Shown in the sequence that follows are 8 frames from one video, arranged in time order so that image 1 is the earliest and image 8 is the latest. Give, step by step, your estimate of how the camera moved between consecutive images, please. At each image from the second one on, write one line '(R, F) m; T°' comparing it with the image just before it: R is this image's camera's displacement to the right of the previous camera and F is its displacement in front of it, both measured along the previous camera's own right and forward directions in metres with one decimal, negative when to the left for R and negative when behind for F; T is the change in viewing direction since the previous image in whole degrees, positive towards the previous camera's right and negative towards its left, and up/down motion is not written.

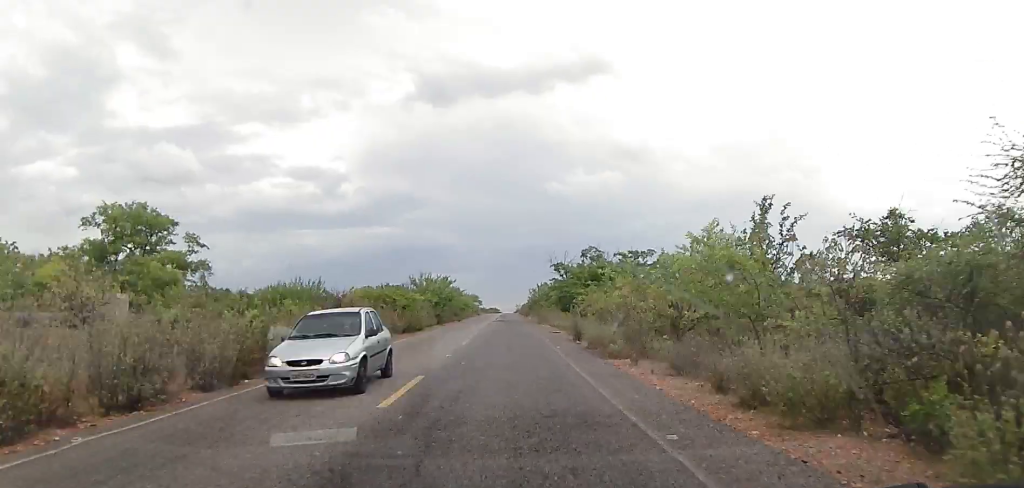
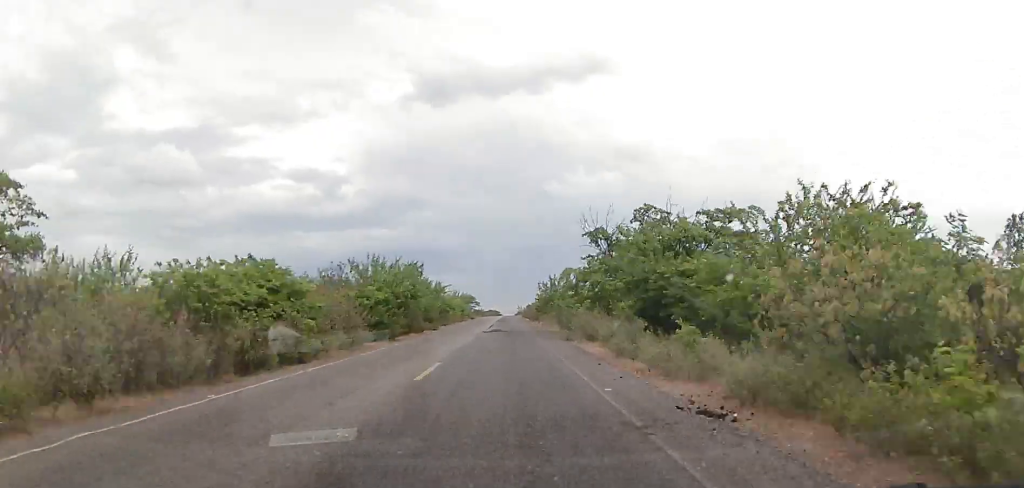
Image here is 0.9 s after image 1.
(-0.1, +27.0) m; 0°
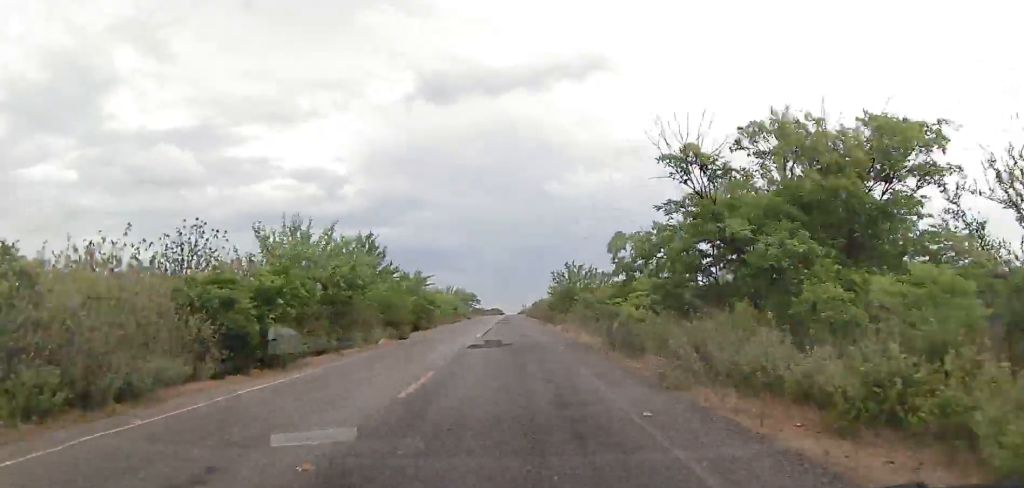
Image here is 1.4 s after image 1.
(-0.2, +17.6) m; 0°
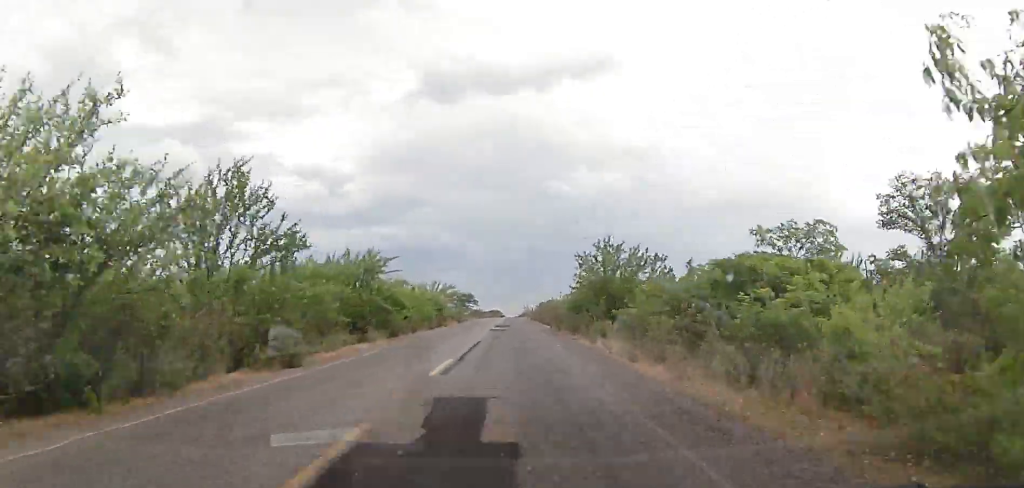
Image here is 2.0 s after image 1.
(+0.4, +18.4) m; 0°
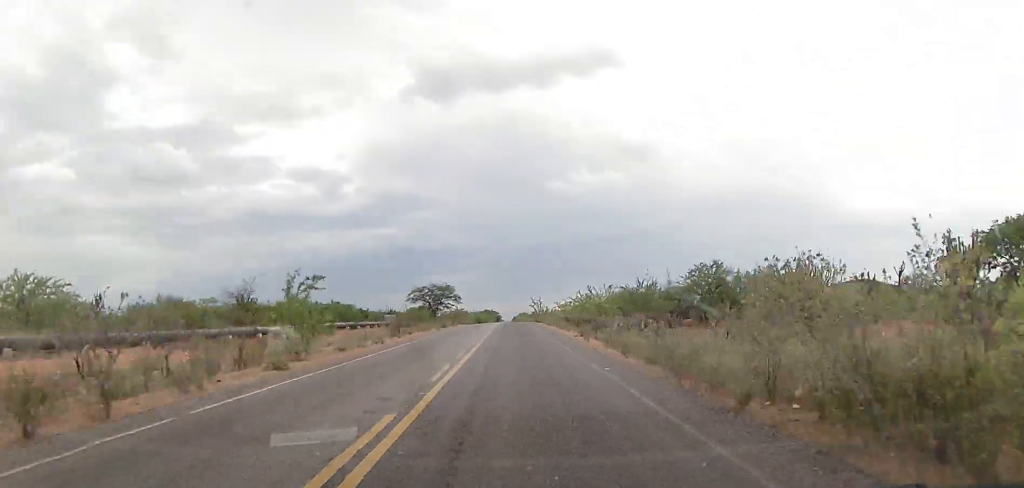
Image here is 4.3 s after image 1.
(-0.8, +70.3) m; -1°
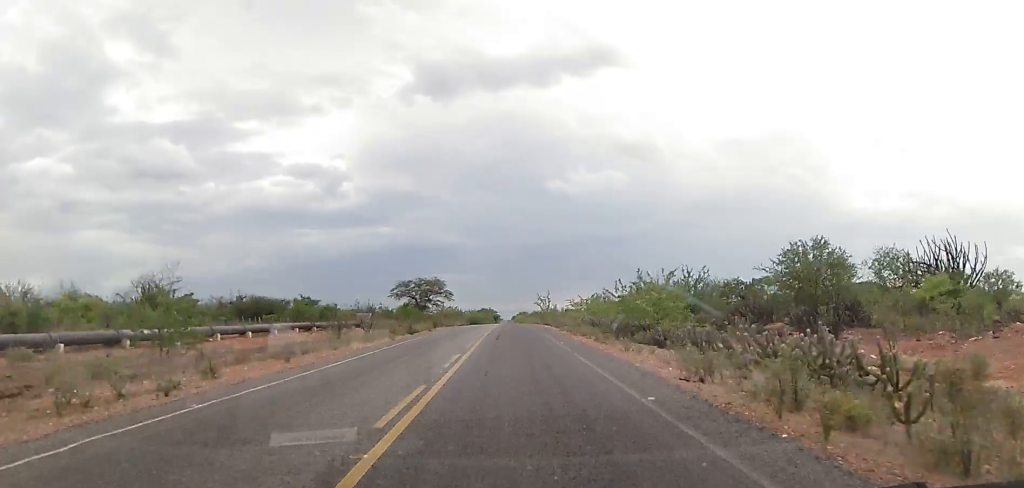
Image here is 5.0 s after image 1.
(+0.1, +20.1) m; 0°
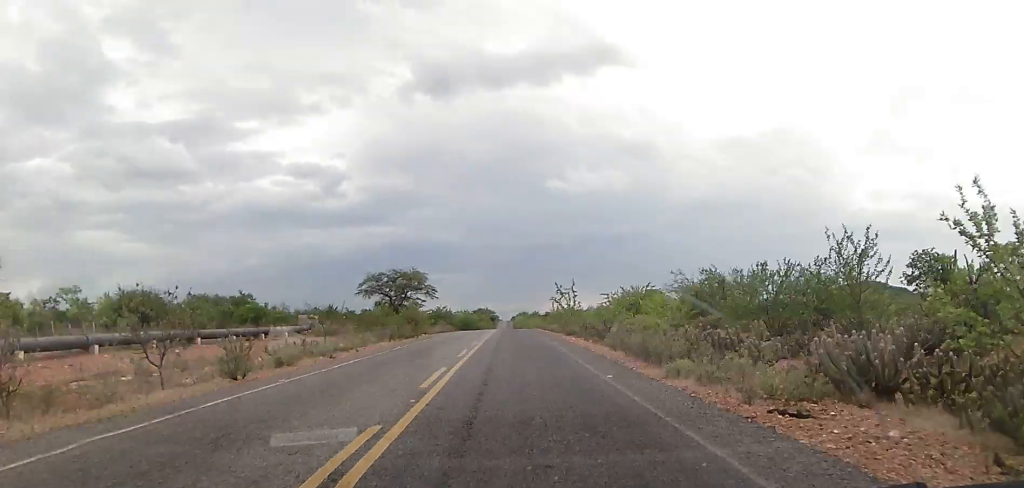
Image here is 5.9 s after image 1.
(0.0, +27.1) m; +1°
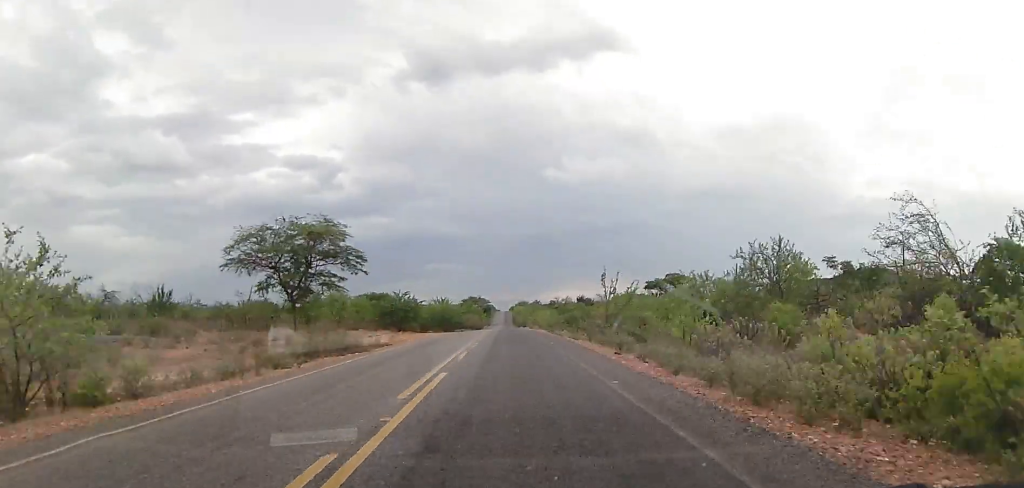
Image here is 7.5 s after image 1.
(+0.6, +47.8) m; 0°
